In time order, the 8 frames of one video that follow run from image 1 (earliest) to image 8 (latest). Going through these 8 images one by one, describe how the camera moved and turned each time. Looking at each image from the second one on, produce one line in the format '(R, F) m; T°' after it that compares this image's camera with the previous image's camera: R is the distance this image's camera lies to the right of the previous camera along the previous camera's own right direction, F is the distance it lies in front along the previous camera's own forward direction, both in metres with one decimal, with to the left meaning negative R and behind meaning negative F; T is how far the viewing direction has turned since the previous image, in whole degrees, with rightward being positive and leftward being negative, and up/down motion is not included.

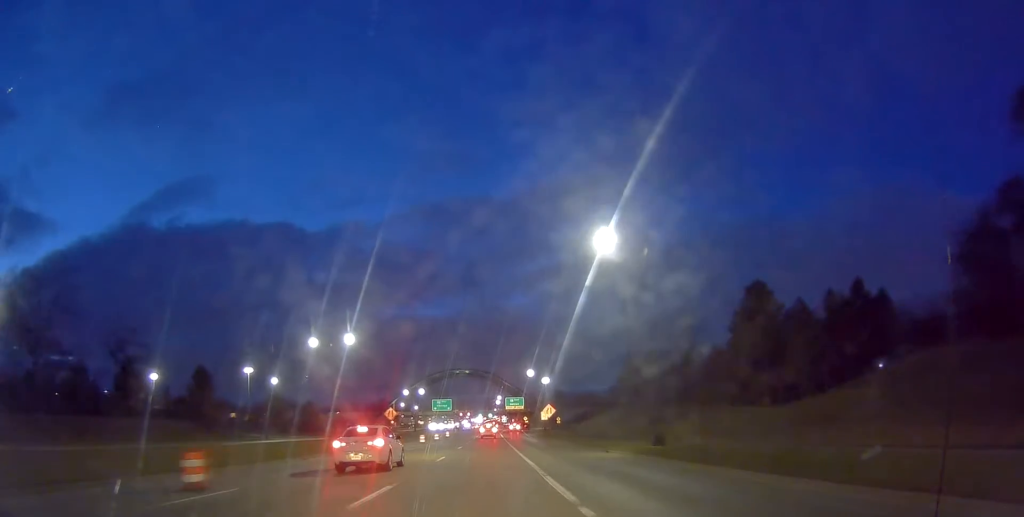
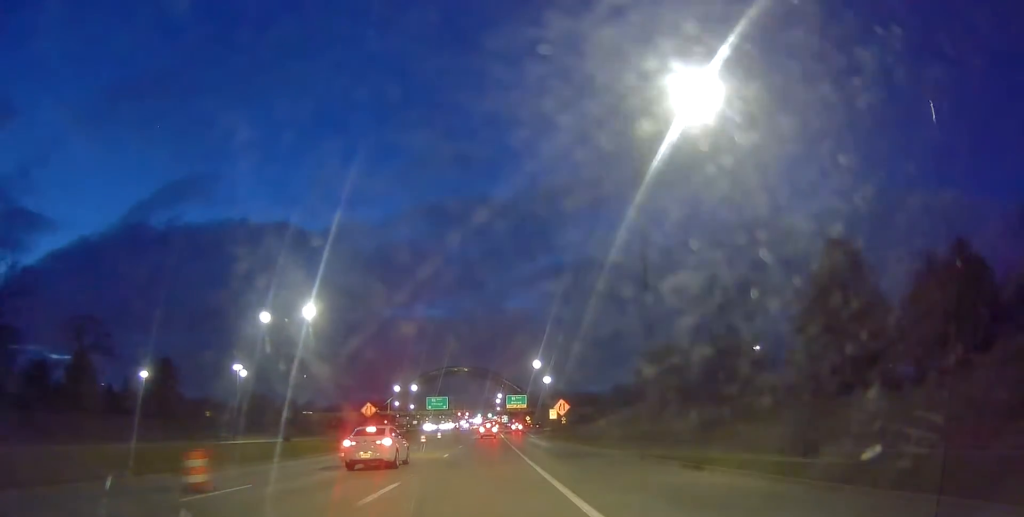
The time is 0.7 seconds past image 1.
(-0.1, +13.5) m; 0°
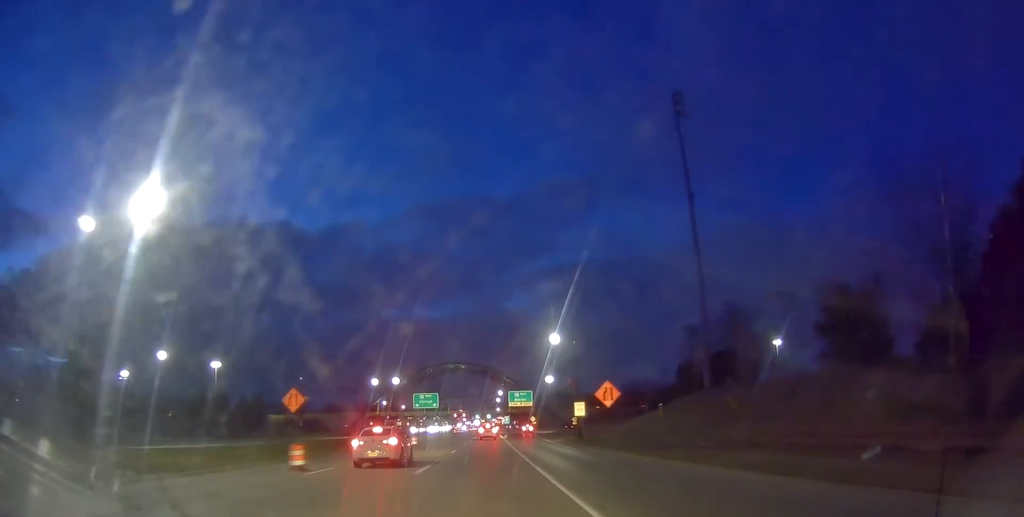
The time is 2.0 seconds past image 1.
(+0.4, +23.9) m; 0°
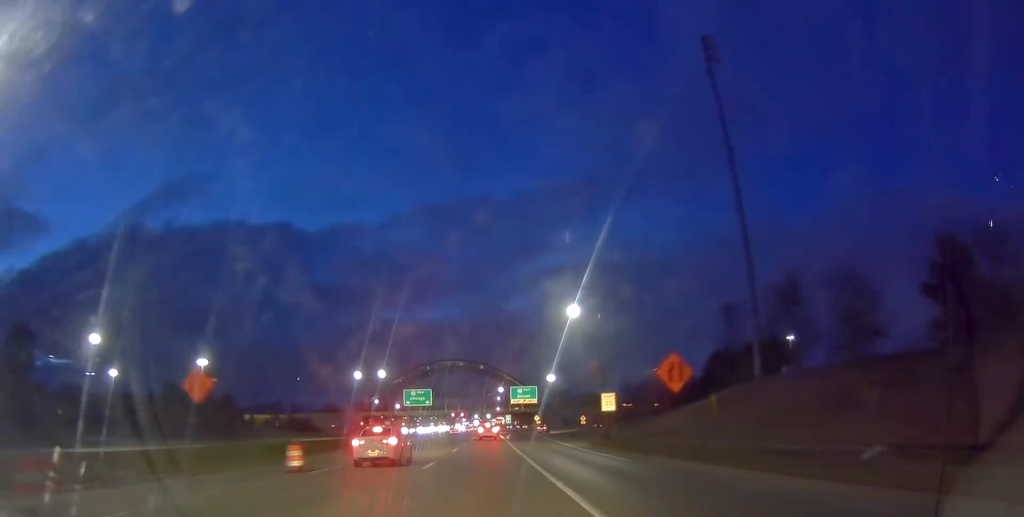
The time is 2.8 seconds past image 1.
(-0.2, +13.9) m; -1°
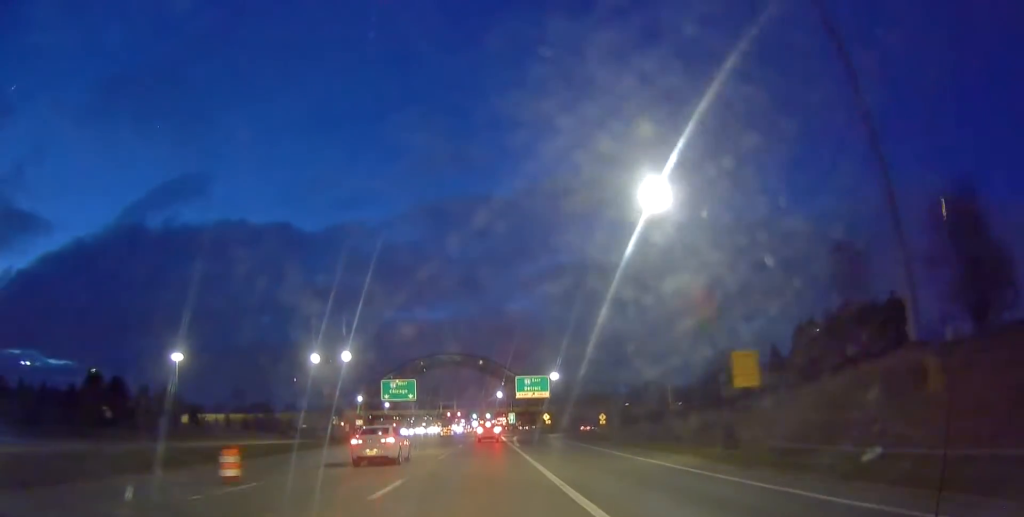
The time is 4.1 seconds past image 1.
(-0.2, +22.1) m; +1°
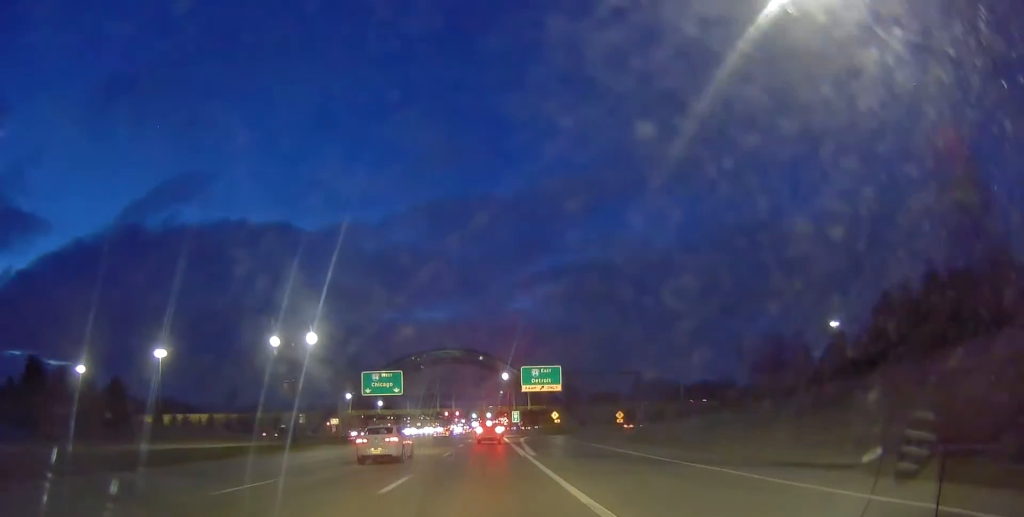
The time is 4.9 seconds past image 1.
(+0.3, +13.8) m; +1°
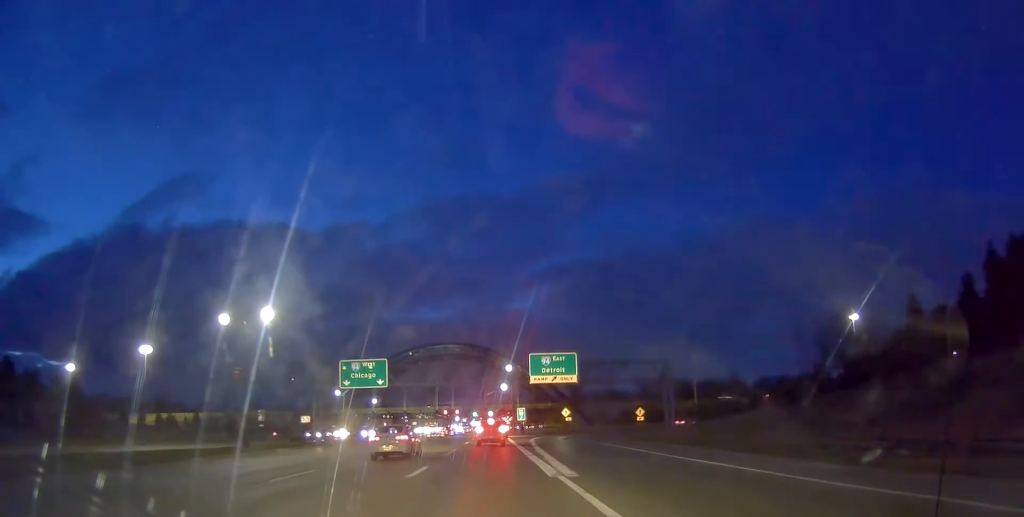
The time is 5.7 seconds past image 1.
(0.0, +12.4) m; 0°
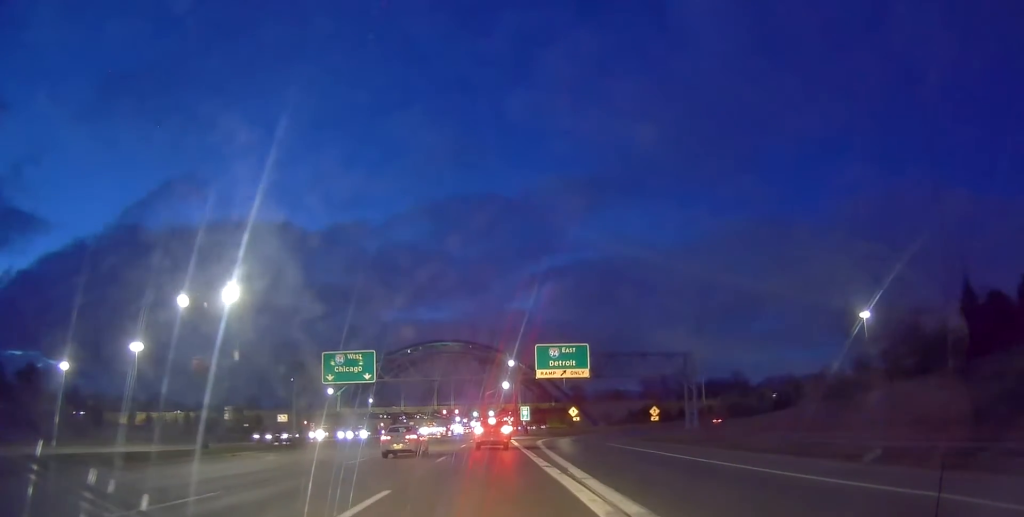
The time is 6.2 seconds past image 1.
(0.0, +7.5) m; 0°
